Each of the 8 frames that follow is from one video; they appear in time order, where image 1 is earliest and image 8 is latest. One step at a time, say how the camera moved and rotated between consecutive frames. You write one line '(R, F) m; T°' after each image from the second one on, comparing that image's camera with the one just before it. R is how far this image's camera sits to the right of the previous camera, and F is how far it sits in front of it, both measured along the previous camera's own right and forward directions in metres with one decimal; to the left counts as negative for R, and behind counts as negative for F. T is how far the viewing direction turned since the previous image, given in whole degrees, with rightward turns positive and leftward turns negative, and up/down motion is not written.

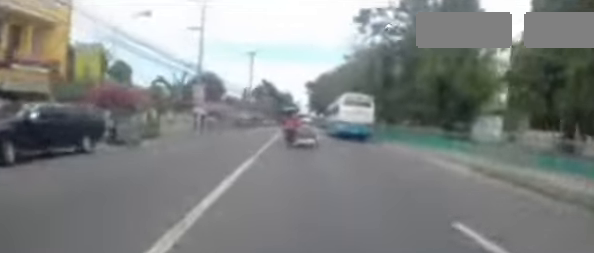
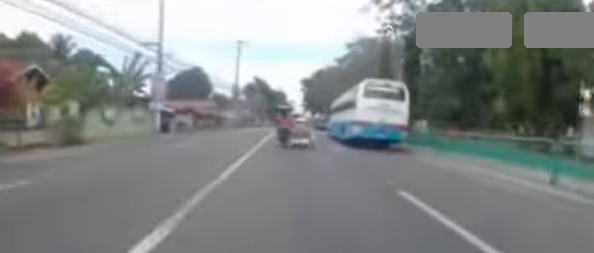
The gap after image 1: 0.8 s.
(+0.4, +7.7) m; +3°
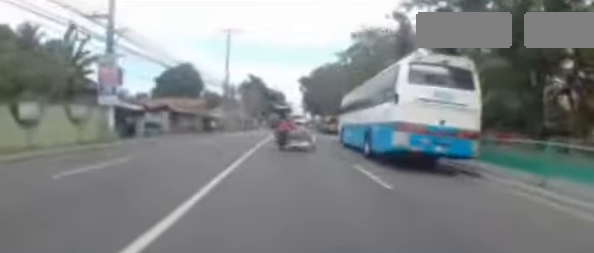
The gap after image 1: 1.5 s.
(0.0, +5.6) m; -1°
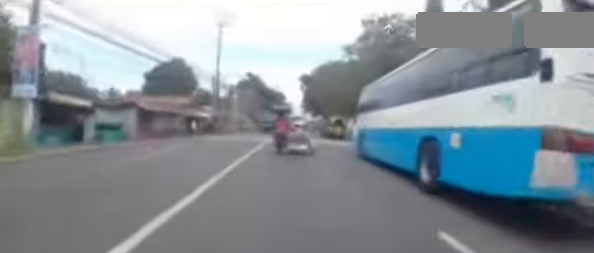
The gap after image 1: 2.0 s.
(0.0, +5.2) m; -2°
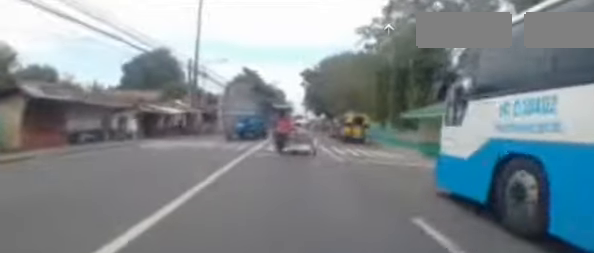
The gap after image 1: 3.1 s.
(-0.4, +9.0) m; 0°
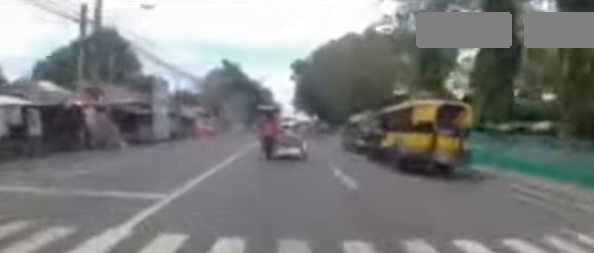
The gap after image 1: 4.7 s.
(+0.7, +13.8) m; +3°
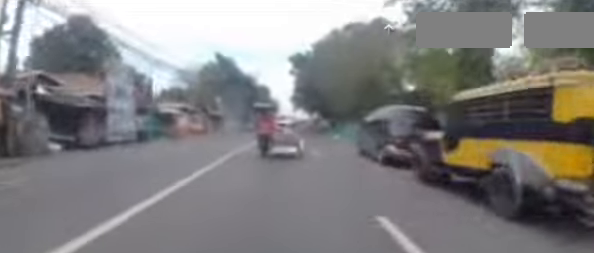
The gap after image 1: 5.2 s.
(0.0, +4.3) m; 0°
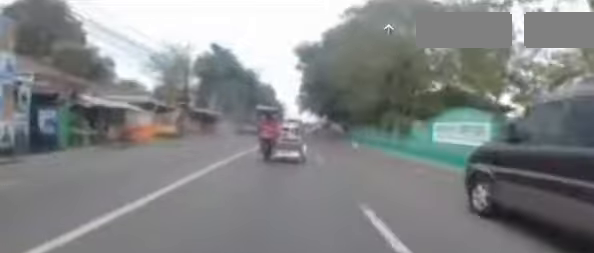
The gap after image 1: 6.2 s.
(0.0, +9.0) m; 0°
